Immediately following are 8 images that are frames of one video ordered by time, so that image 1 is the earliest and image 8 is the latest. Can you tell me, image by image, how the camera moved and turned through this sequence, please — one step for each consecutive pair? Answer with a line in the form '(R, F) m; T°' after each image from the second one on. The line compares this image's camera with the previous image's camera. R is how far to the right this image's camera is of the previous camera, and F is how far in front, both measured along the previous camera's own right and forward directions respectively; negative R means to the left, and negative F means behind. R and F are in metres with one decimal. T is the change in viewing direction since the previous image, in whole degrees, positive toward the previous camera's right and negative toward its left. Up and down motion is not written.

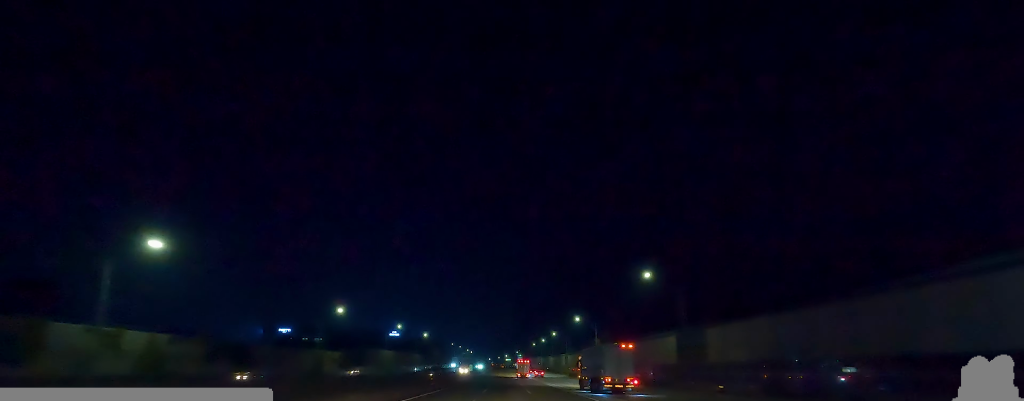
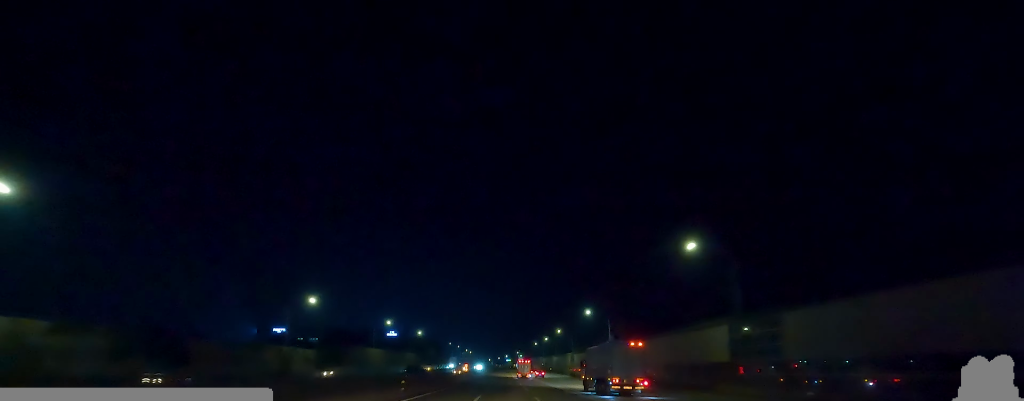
(0.0, +13.3) m; -1°
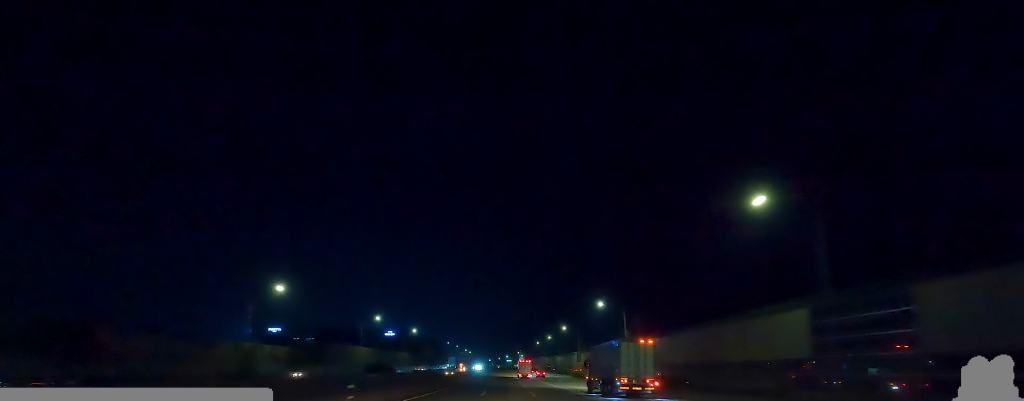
(+0.1, +11.5) m; -1°
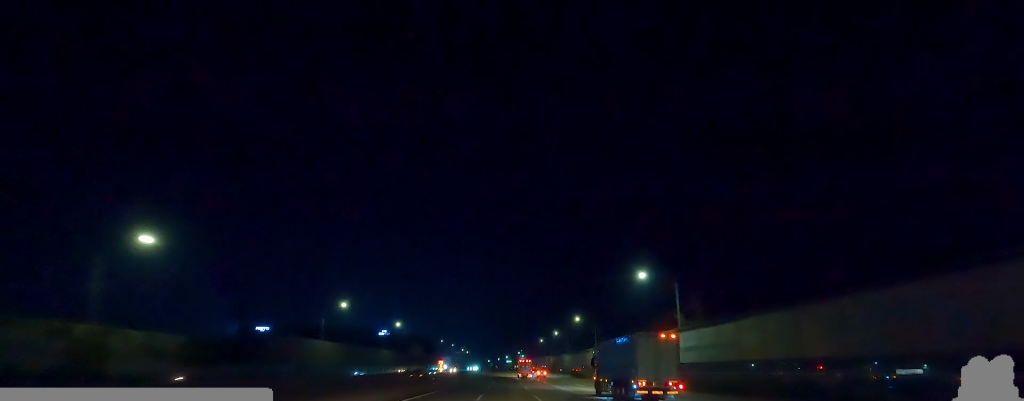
(-0.7, +24.7) m; -1°
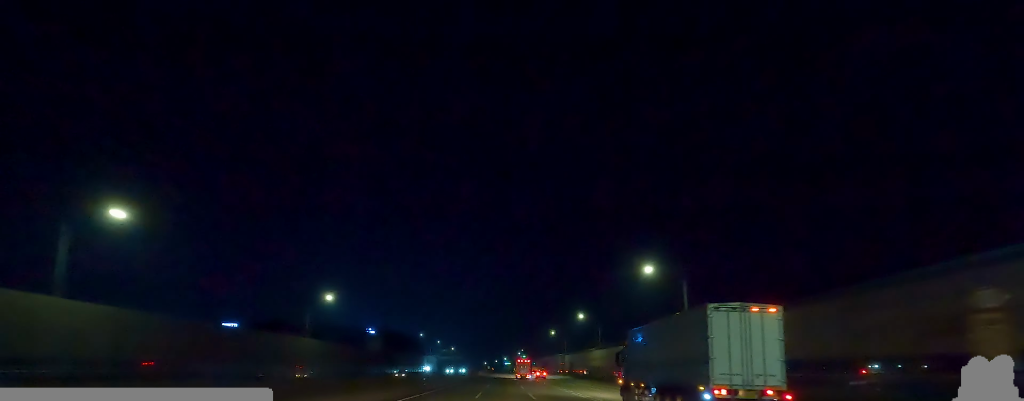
(+1.6, +54.4) m; +3°
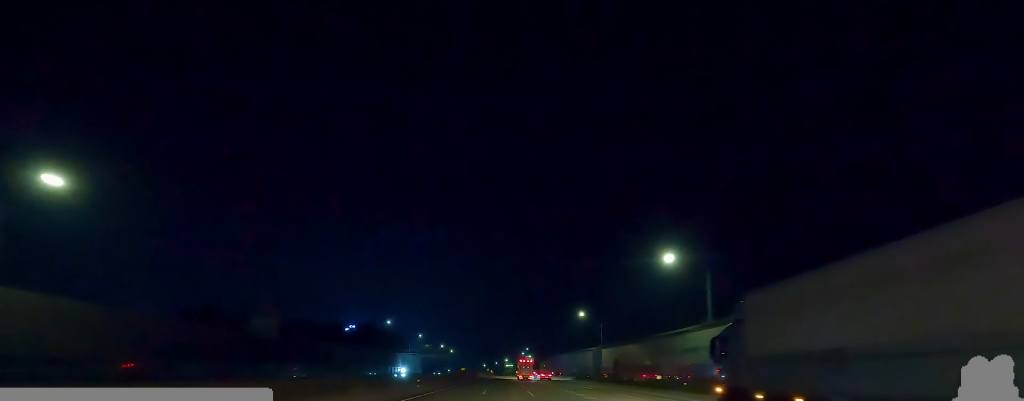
(-0.4, +54.4) m; -1°
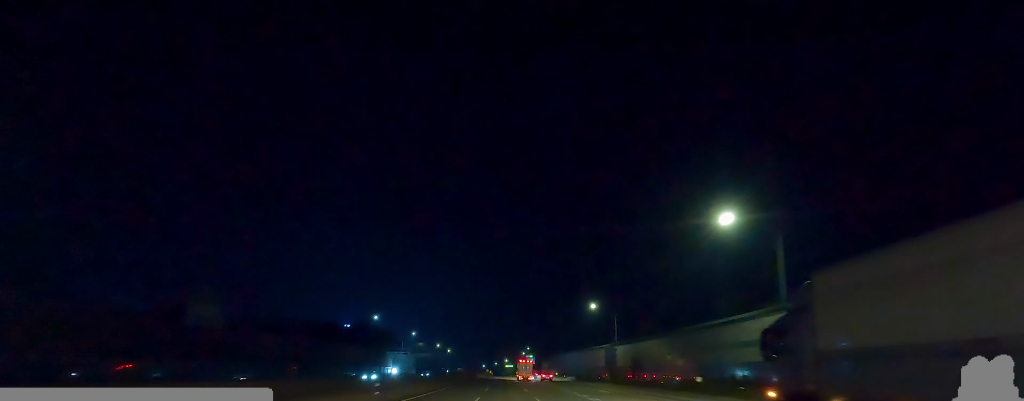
(-0.1, +12.8) m; 0°
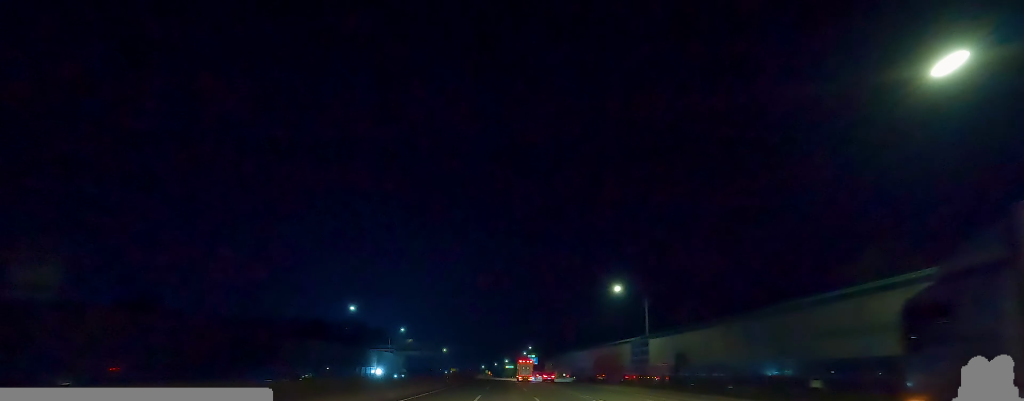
(0.0, +18.4) m; 0°
